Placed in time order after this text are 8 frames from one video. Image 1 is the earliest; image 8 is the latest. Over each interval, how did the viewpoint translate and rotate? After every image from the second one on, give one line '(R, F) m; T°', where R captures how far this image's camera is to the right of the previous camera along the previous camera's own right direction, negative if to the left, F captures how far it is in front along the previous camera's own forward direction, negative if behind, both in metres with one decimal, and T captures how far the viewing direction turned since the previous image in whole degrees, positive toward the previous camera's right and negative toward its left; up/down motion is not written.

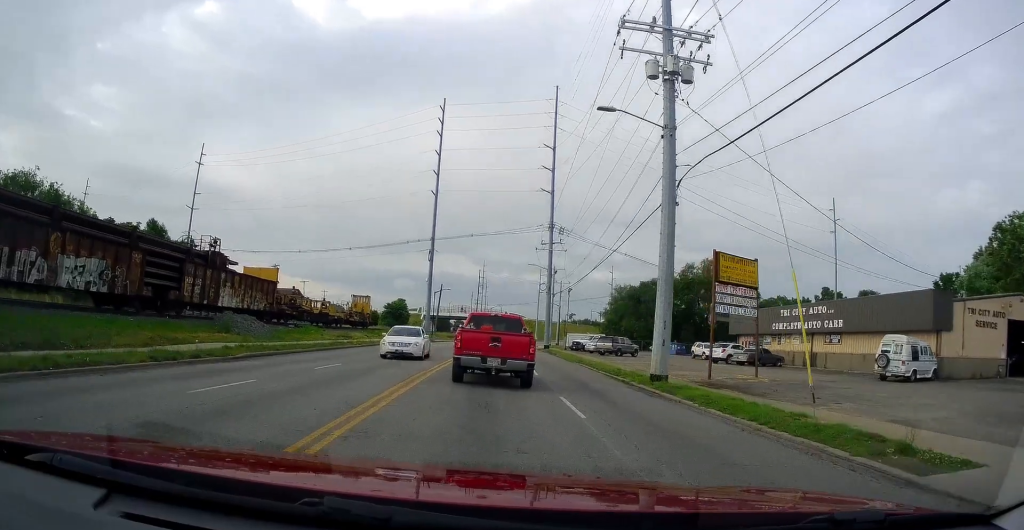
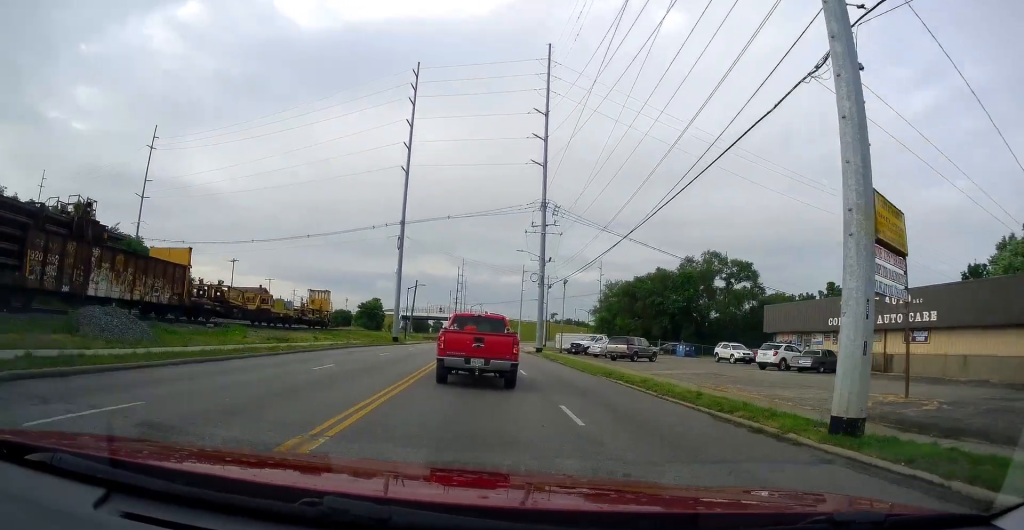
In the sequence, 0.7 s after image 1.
(+0.5, +11.8) m; +1°
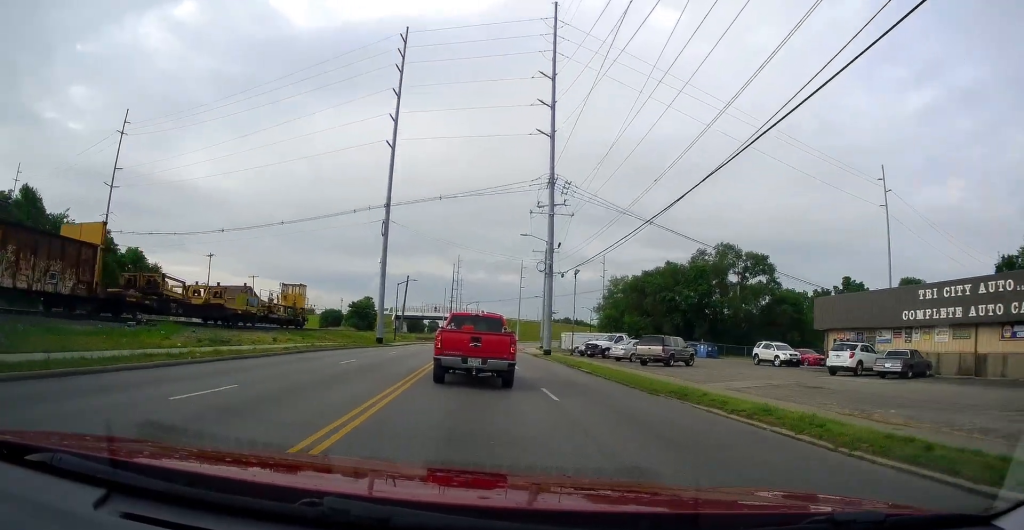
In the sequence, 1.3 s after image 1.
(-0.2, +8.7) m; 0°
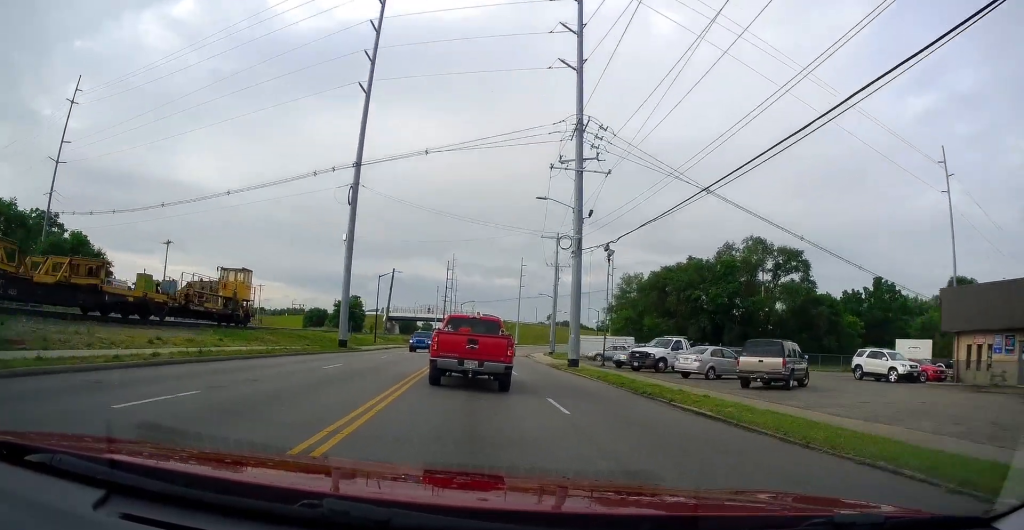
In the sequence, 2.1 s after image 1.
(-0.1, +13.6) m; +1°
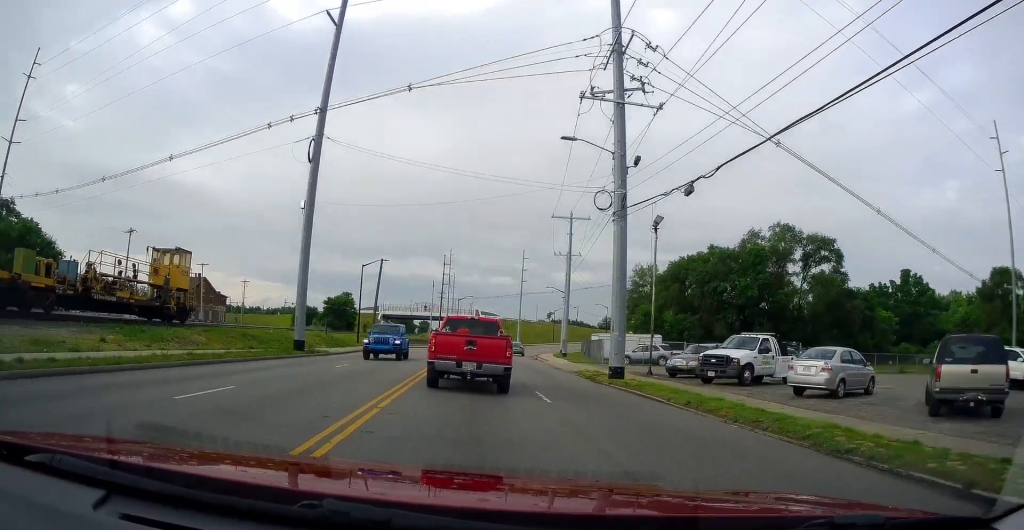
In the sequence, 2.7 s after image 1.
(0.0, +10.3) m; +1°
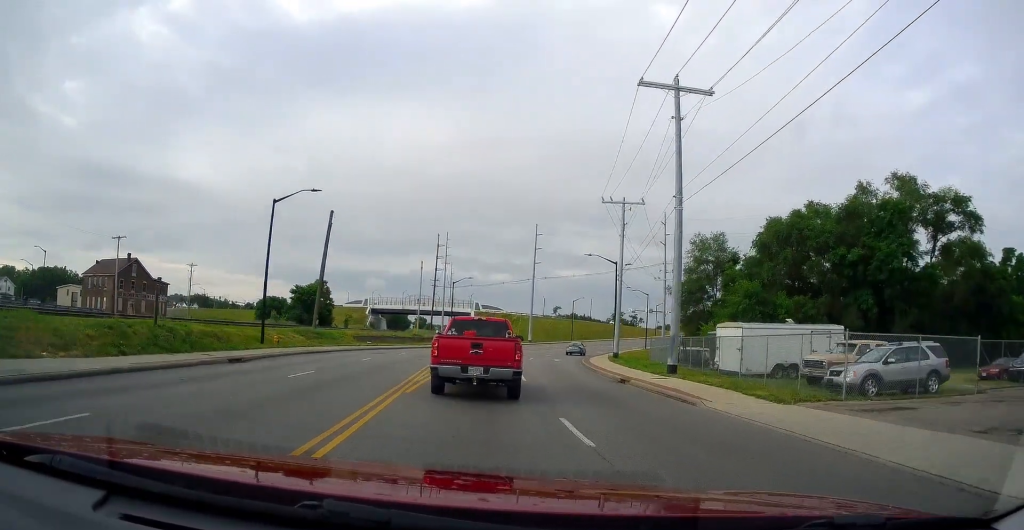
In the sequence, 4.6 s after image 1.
(+0.3, +29.7) m; 0°
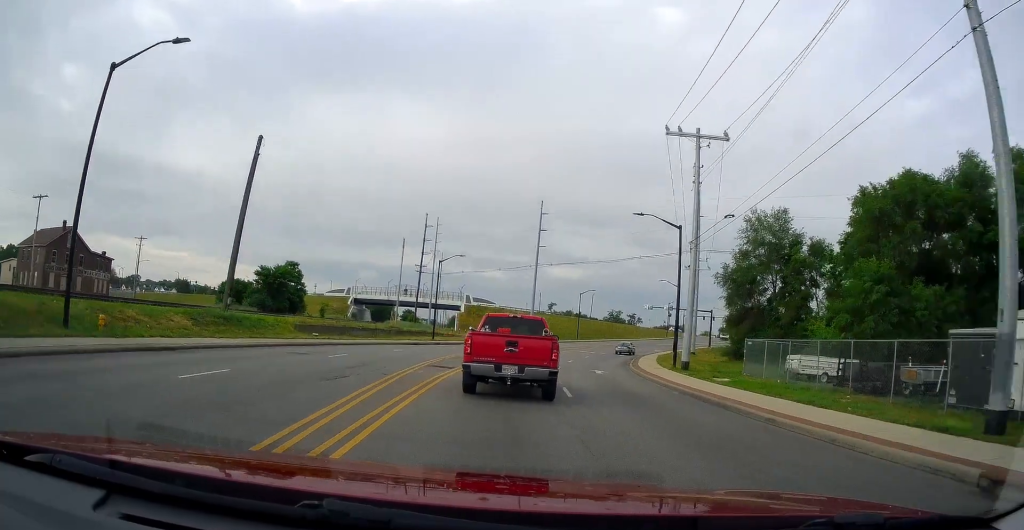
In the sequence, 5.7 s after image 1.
(0.0, +18.2) m; +3°
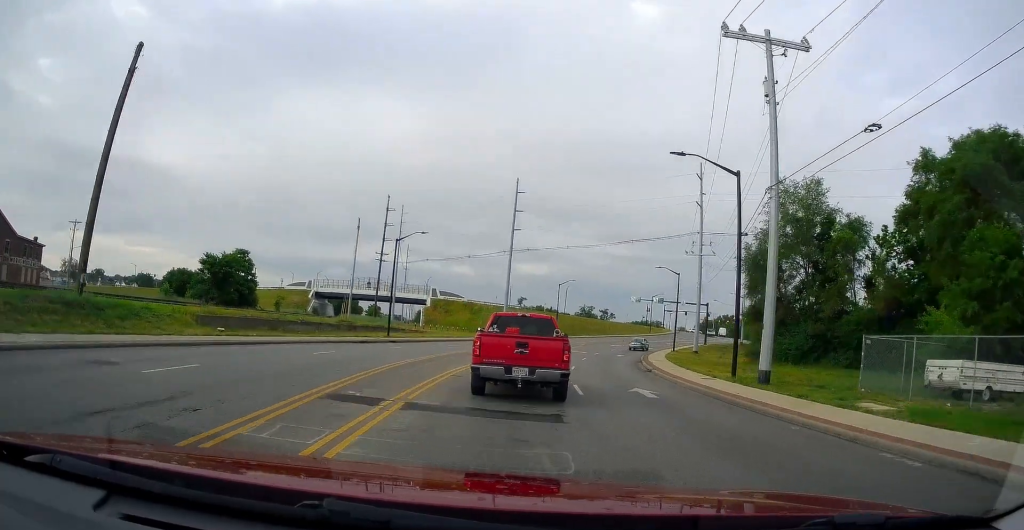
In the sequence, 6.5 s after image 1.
(+0.6, +12.2) m; +3°
